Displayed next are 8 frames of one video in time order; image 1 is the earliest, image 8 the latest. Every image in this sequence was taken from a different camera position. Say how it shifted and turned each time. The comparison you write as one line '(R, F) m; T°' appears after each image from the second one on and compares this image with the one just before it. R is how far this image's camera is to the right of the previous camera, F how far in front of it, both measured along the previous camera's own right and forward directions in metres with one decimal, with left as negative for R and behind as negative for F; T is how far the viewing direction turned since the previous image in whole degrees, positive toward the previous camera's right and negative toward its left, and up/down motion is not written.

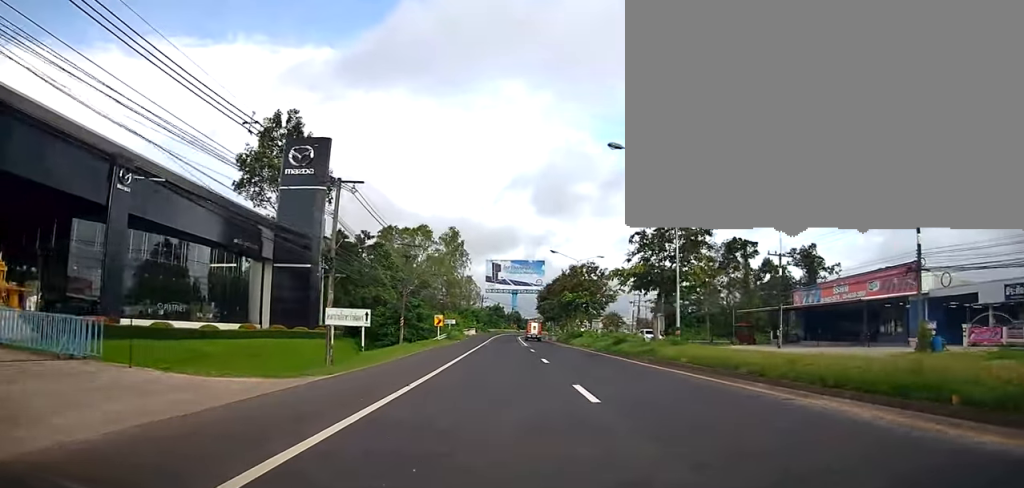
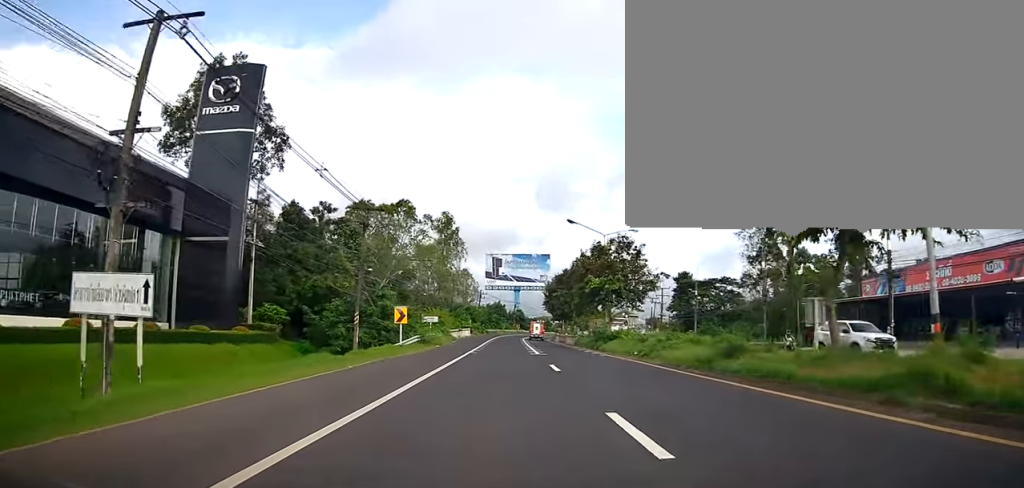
(0.0, +16.3) m; 0°
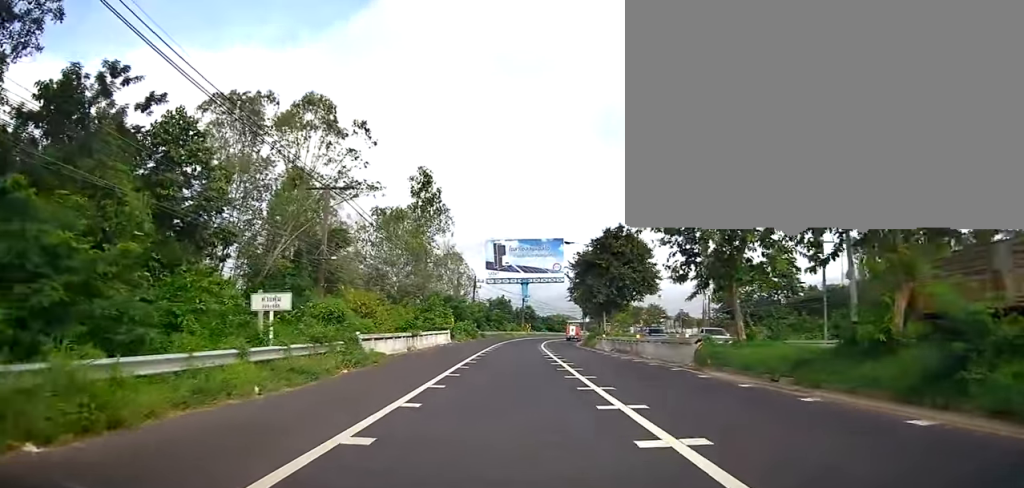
(0.0, +32.2) m; 0°
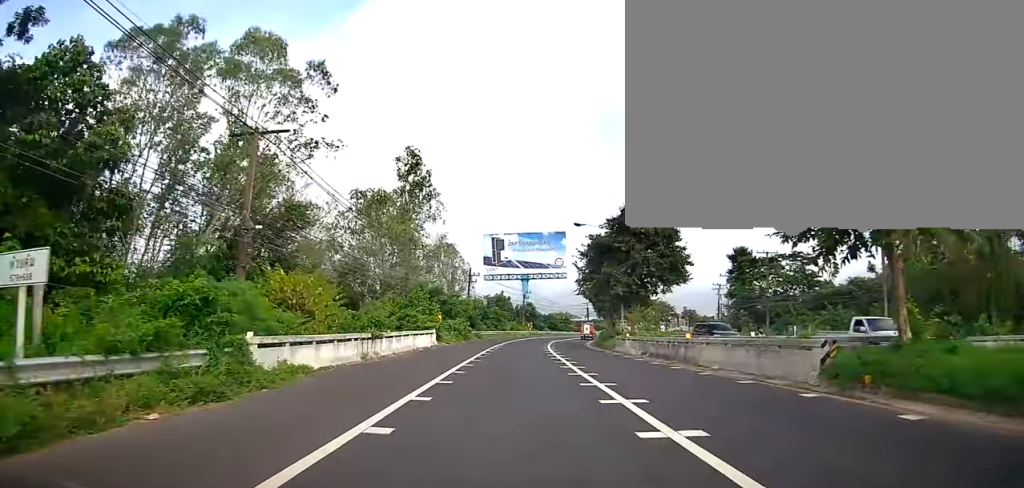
(0.0, +8.5) m; 0°
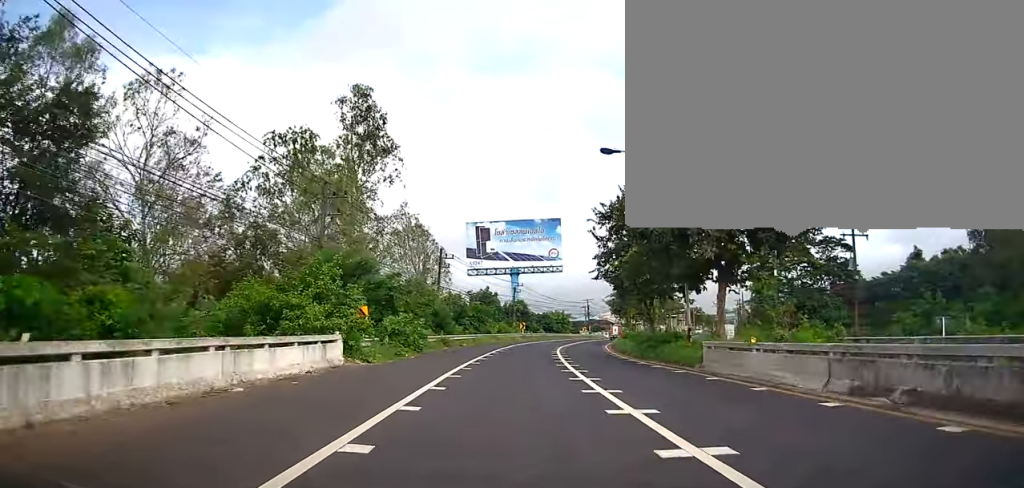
(0.0, +18.8) m; 0°
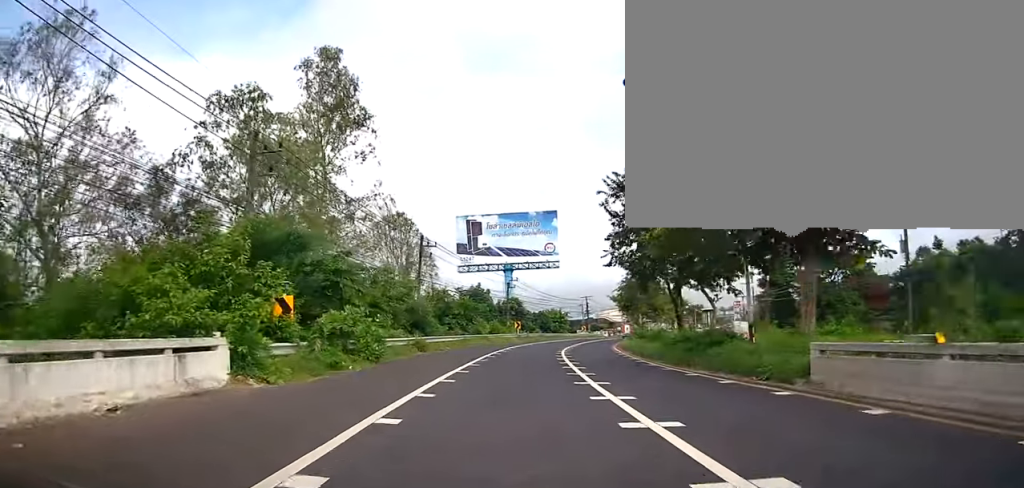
(0.0, +7.4) m; 0°
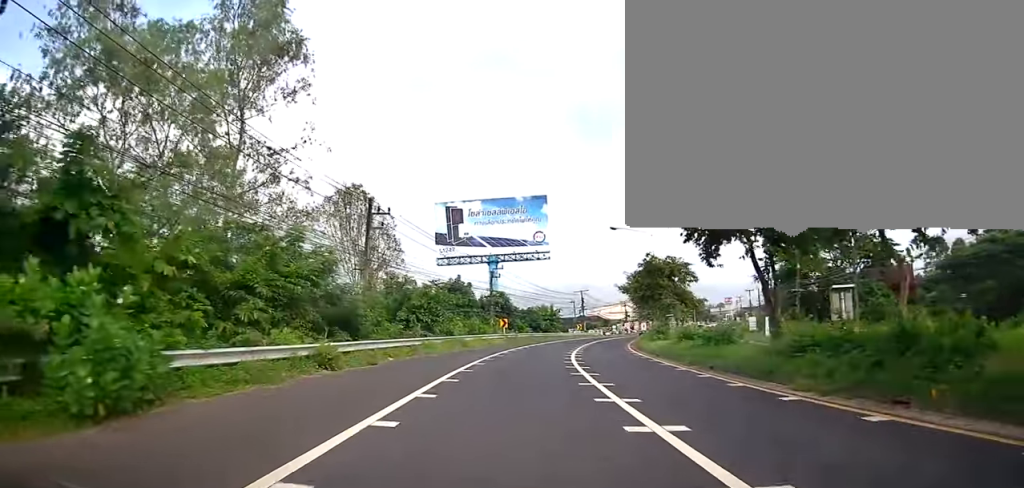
(0.0, +12.3) m; 0°
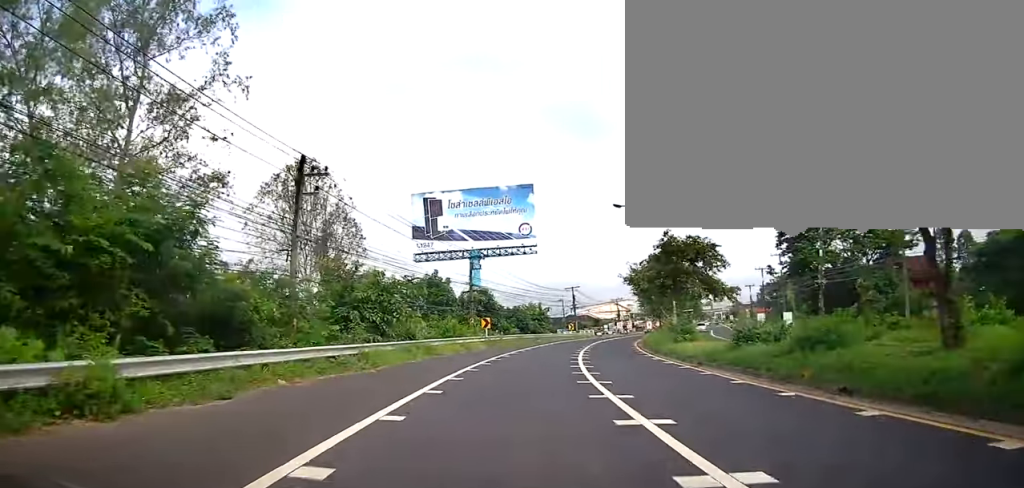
(0.0, +8.6) m; +1°
